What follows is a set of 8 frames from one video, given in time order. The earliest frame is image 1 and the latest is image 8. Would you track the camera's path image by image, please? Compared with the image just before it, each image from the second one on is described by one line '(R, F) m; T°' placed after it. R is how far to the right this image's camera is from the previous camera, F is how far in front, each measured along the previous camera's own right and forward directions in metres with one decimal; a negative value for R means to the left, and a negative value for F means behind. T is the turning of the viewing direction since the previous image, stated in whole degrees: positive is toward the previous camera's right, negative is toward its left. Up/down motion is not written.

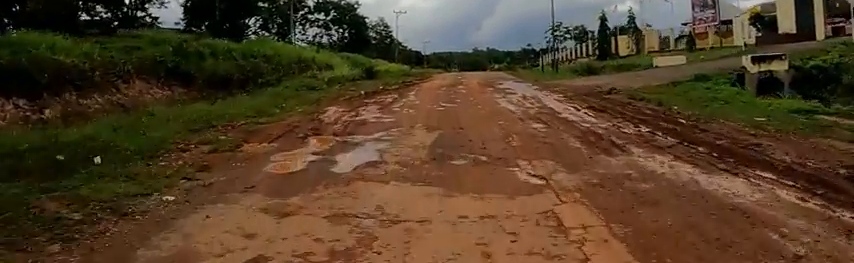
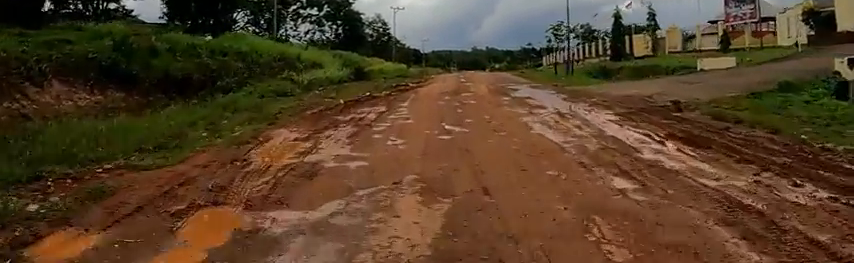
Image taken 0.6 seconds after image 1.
(-0.1, +3.4) m; +1°
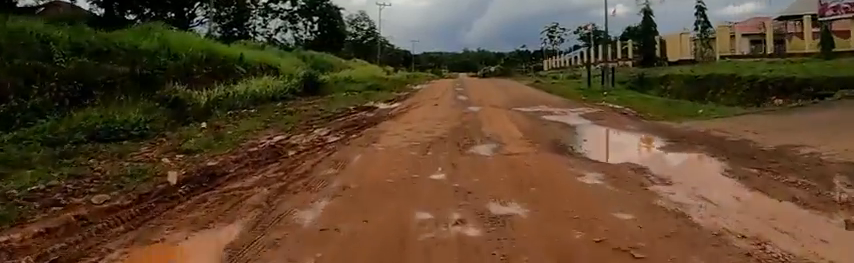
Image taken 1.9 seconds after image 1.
(+0.6, +7.3) m; +8°
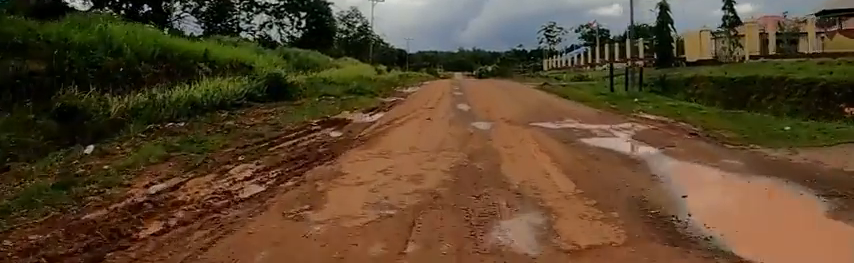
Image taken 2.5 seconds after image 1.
(+0.1, +3.2) m; +3°
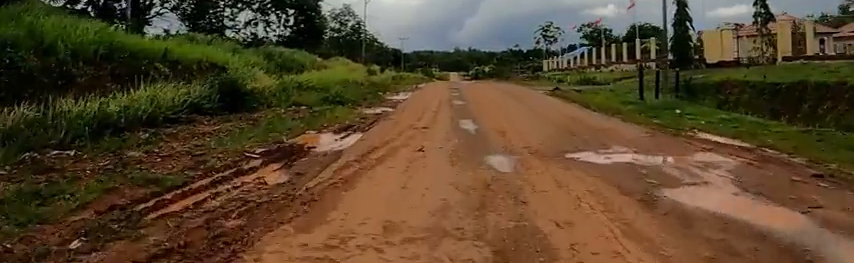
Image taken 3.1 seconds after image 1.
(0.0, +3.4) m; +4°
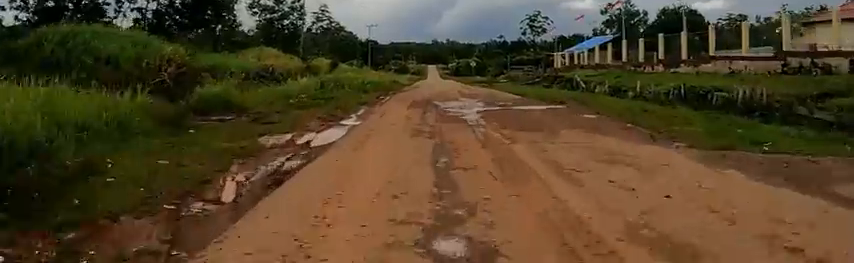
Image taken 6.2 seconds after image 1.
(-2.8, +19.4) m; -7°
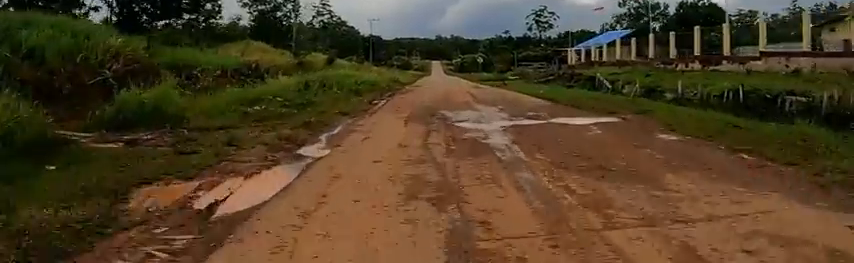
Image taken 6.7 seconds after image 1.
(+0.3, +3.1) m; +1°
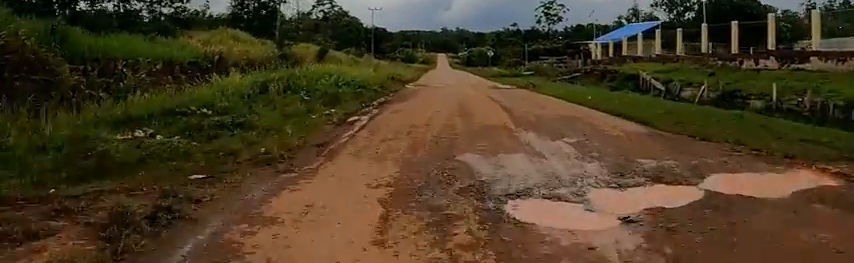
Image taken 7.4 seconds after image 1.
(+0.8, +5.2) m; -1°
